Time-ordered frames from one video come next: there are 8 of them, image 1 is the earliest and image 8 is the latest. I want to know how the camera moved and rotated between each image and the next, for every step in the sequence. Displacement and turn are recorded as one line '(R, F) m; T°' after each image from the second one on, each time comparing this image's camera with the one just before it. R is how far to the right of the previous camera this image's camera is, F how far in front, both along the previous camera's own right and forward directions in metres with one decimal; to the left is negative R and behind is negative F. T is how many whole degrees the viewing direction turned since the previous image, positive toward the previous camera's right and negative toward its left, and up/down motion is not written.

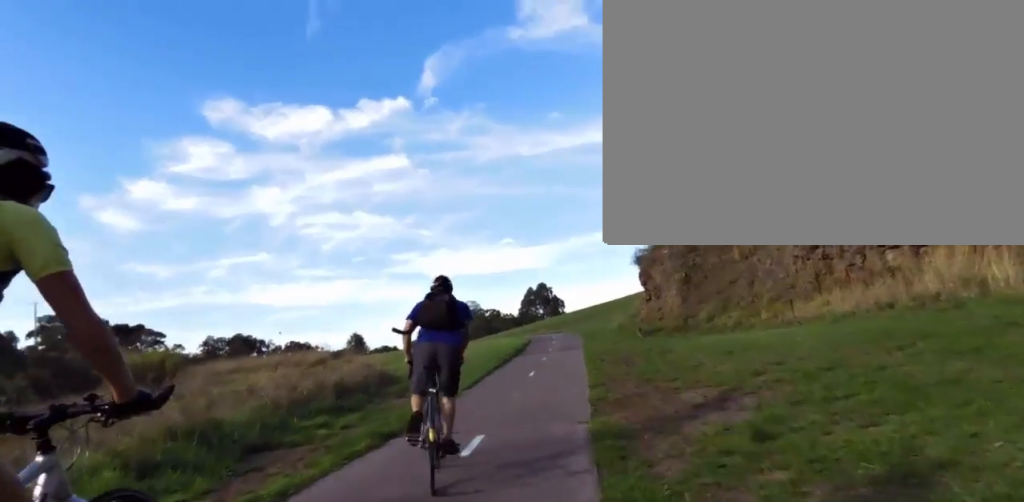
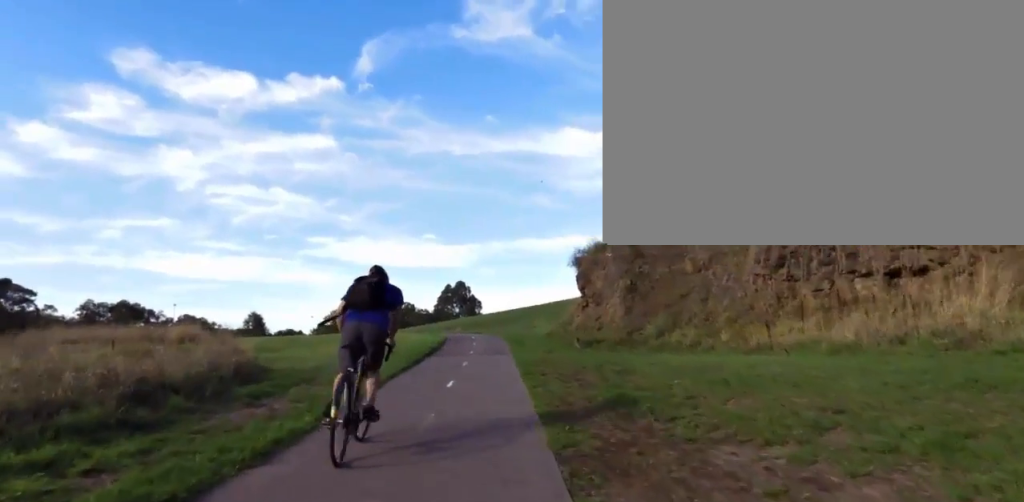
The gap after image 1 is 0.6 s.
(+0.5, +3.1) m; +12°
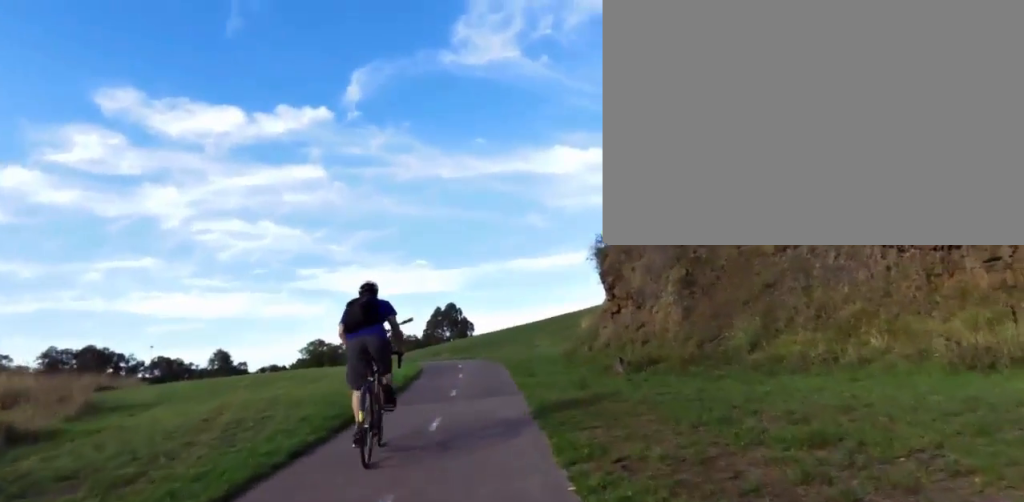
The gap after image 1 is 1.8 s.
(+1.1, +6.1) m; +14°
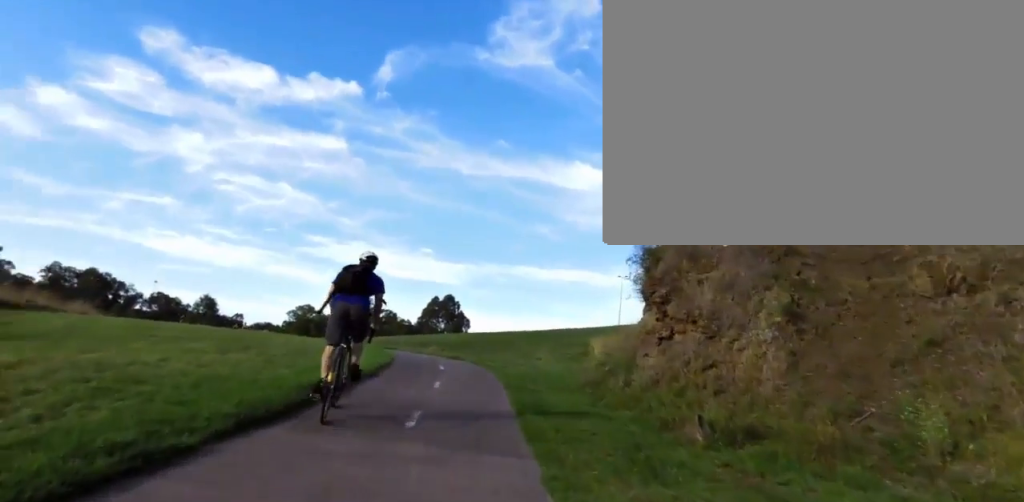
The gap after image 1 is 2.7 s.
(+0.1, +4.7) m; -11°
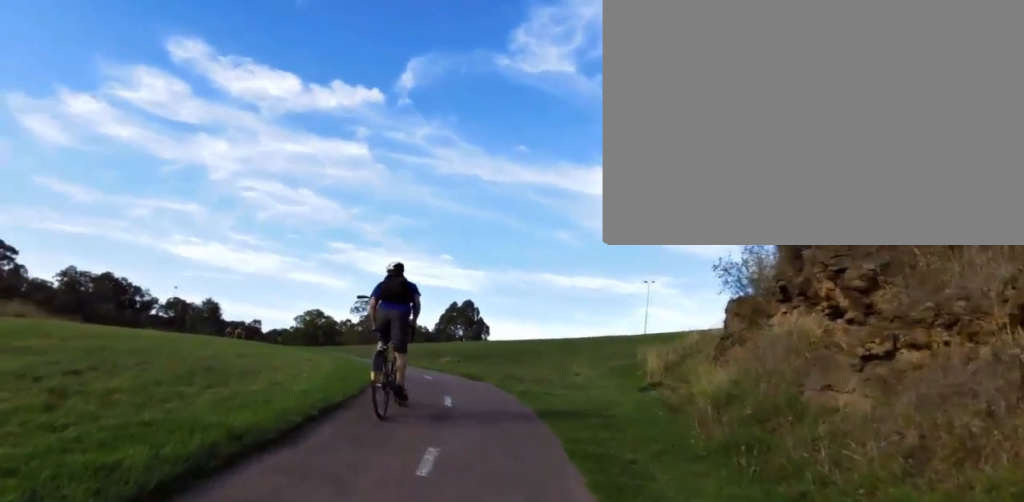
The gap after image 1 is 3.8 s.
(-1.4, +5.7) m; -16°
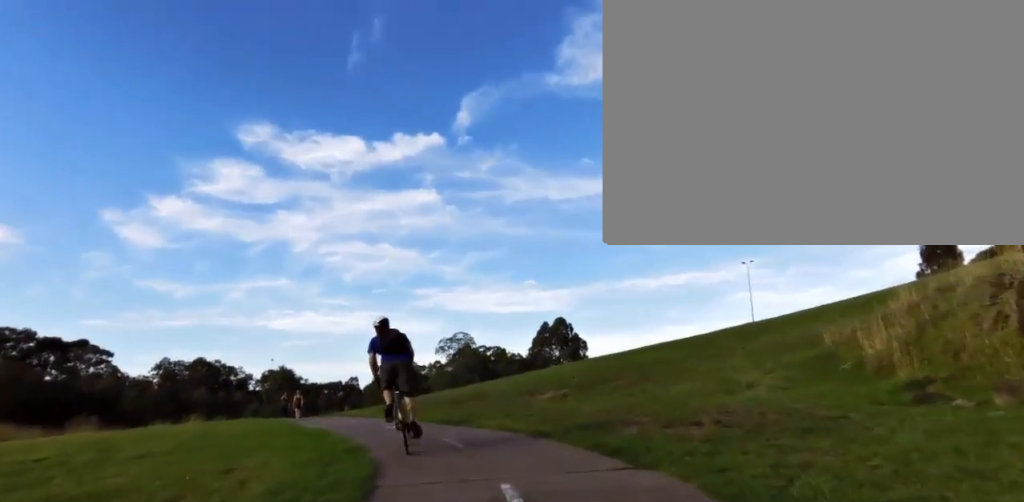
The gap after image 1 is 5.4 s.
(+0.4, +8.1) m; +2°
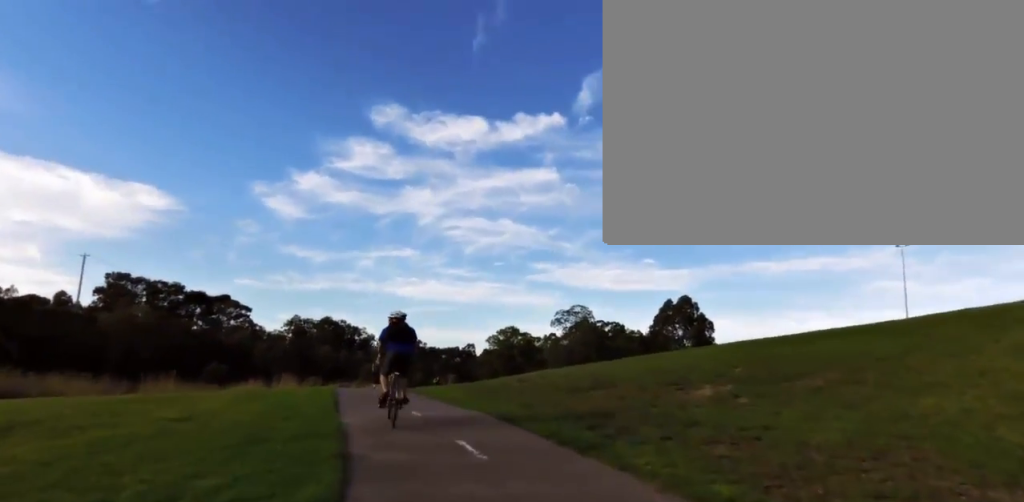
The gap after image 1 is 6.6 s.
(-0.4, +6.3) m; -14°
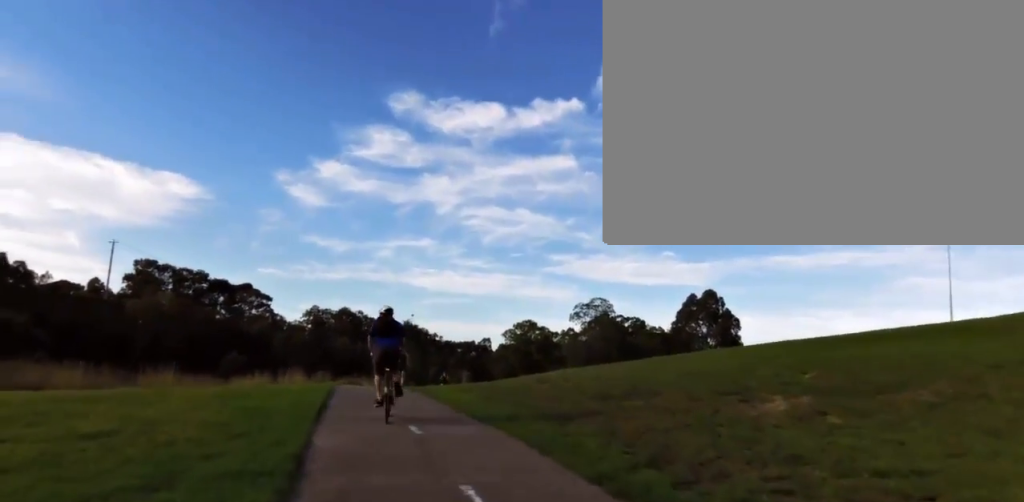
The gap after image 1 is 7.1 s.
(0.0, +2.8) m; -7°
